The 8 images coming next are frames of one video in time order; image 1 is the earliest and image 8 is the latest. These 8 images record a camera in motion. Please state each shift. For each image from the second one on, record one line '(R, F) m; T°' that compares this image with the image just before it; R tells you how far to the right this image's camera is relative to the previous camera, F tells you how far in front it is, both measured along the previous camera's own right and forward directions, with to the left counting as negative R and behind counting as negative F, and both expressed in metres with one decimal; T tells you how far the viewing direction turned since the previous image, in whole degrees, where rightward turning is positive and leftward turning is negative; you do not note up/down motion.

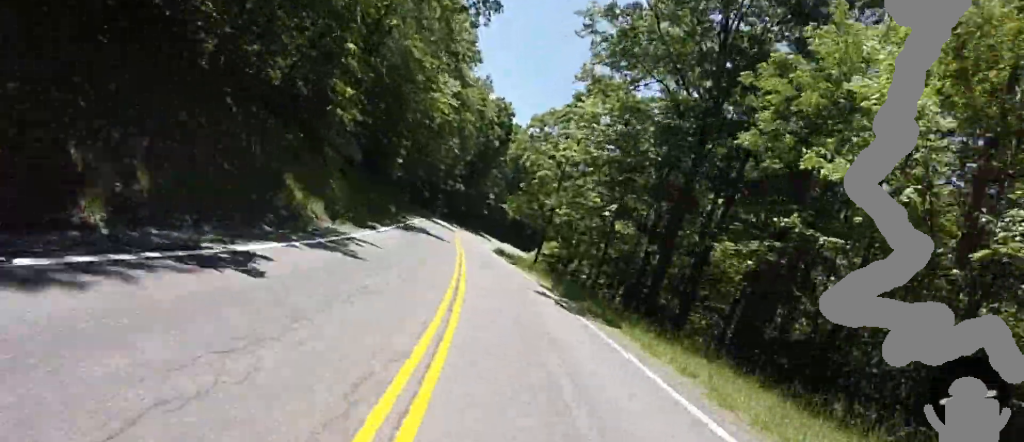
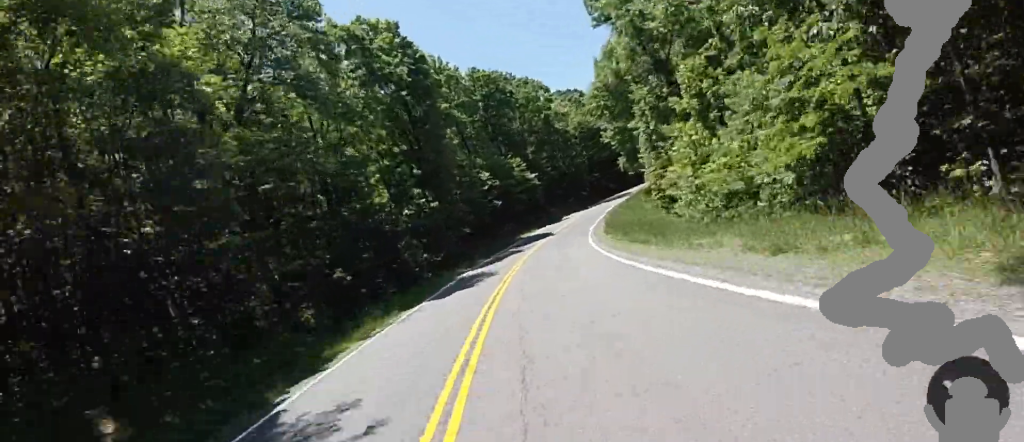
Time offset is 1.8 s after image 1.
(-6.9, +45.7) m; -1°
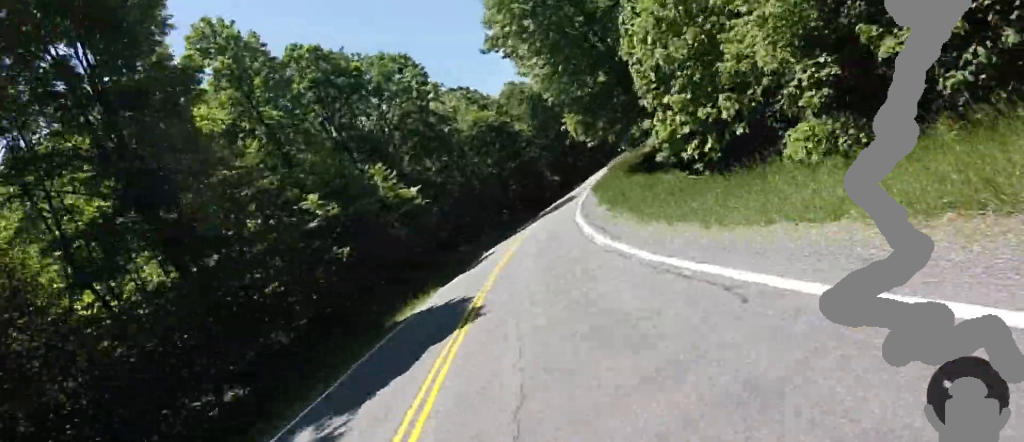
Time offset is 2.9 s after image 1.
(+2.3, +24.9) m; +10°
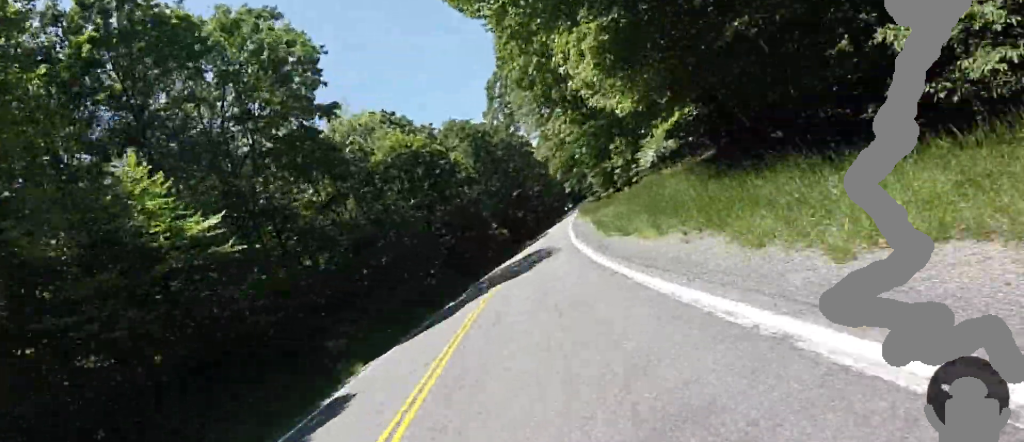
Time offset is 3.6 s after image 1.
(+0.7, +17.0) m; +7°
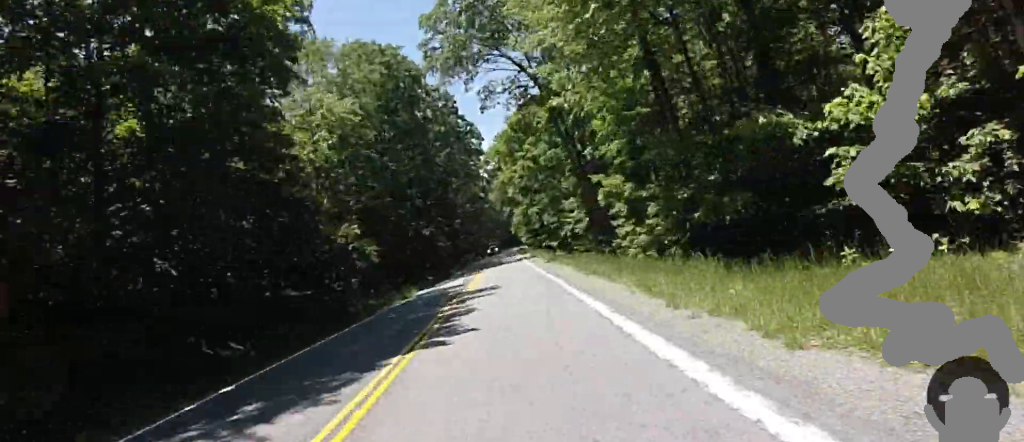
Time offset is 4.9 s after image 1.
(+3.9, +32.2) m; +13°
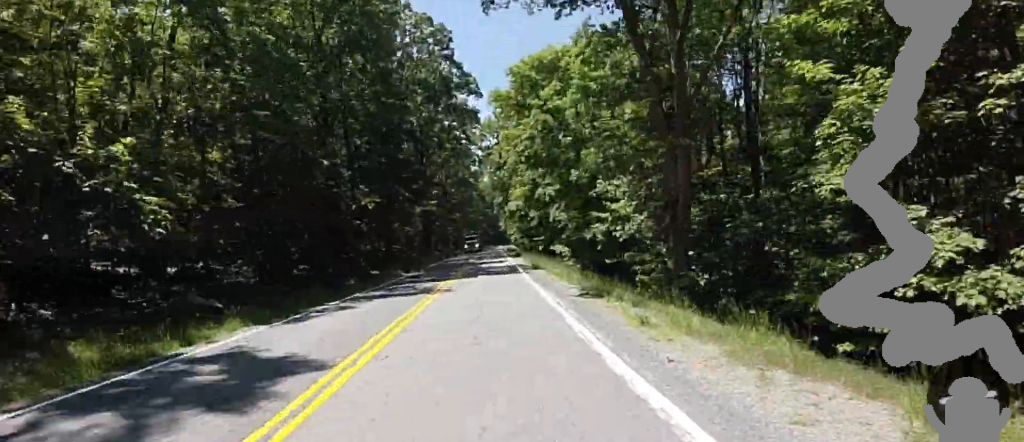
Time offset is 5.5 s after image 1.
(+0.3, +17.0) m; +7°
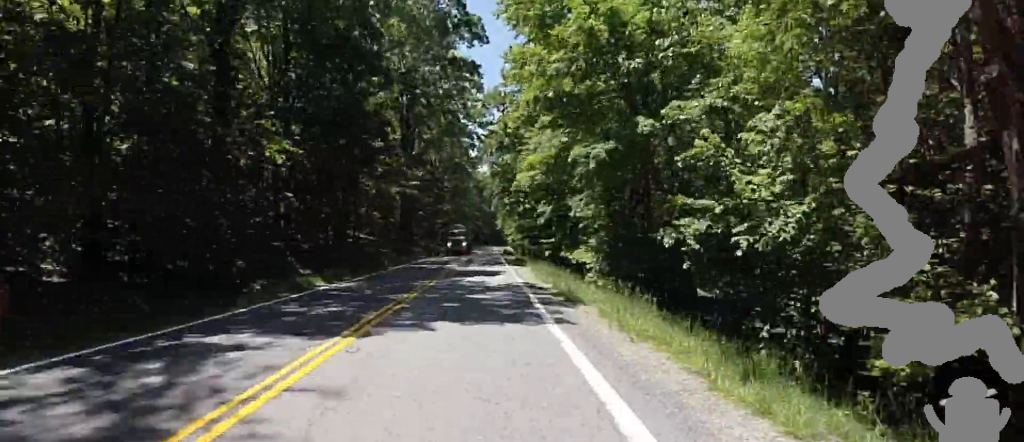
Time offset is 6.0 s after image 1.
(+1.3, +12.3) m; +3°
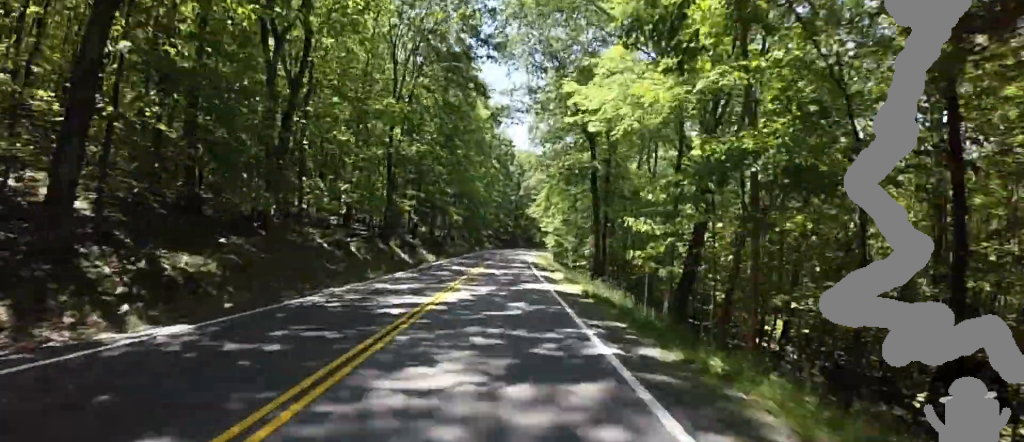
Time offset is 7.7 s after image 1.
(+2.5, +45.2) m; +4°
